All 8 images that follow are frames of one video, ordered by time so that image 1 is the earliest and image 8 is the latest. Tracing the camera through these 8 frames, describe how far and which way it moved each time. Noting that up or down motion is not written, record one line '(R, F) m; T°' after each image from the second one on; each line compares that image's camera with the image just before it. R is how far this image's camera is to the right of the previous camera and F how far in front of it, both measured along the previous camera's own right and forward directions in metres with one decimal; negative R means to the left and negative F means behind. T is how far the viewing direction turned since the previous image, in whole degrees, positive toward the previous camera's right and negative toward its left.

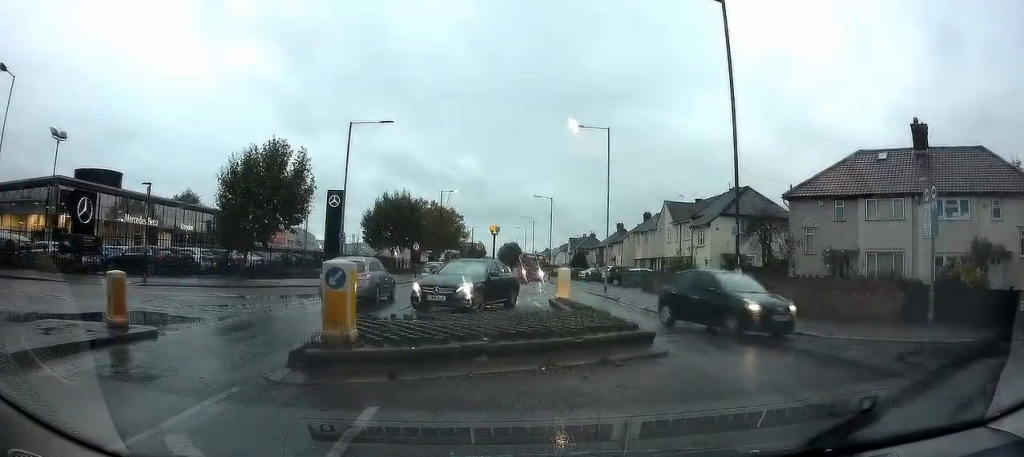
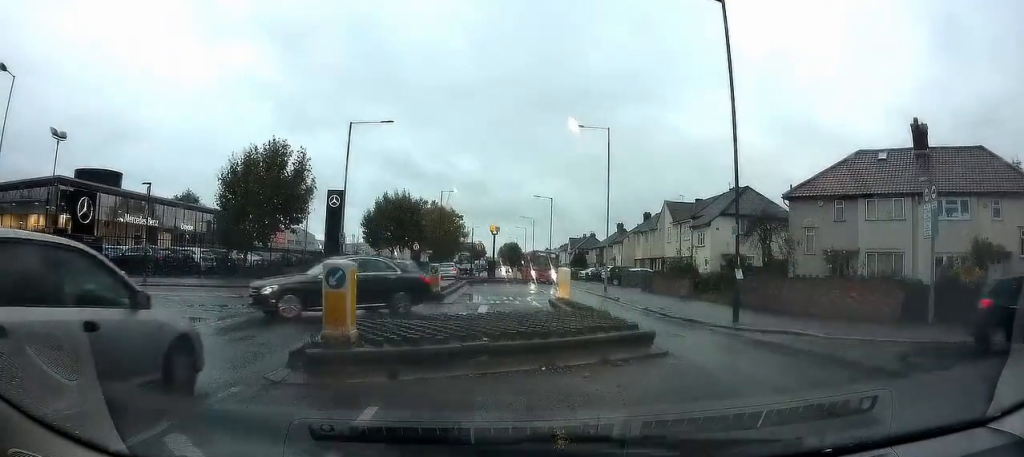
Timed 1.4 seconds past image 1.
(0.0, 0.0) m; 0°
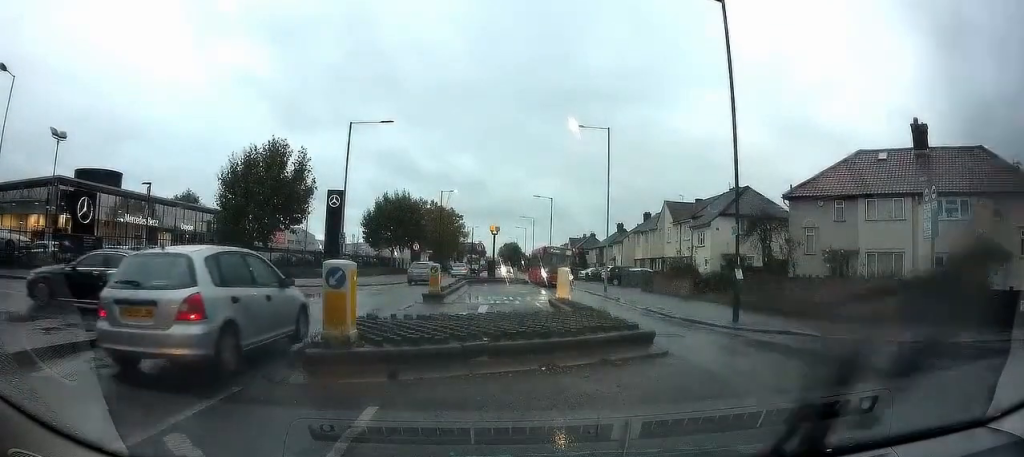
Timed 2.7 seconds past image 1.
(0.0, 0.0) m; 0°
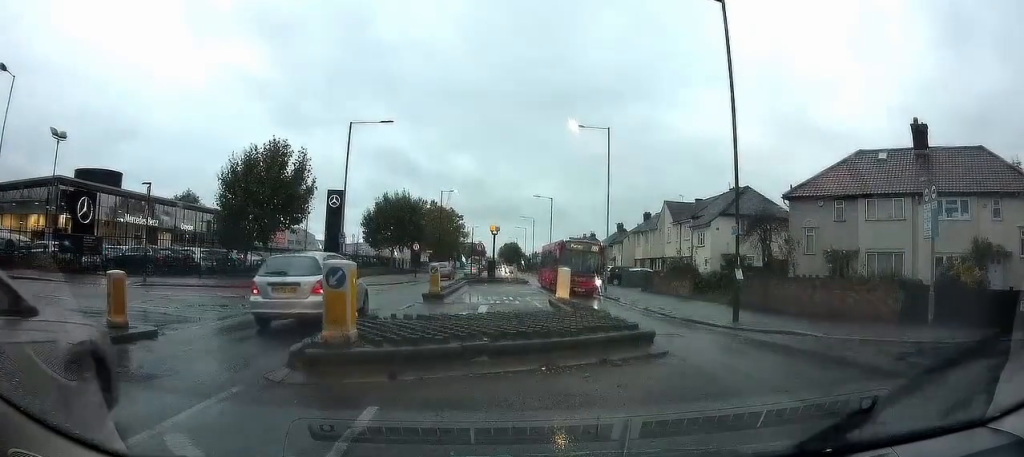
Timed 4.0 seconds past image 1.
(0.0, 0.0) m; 0°
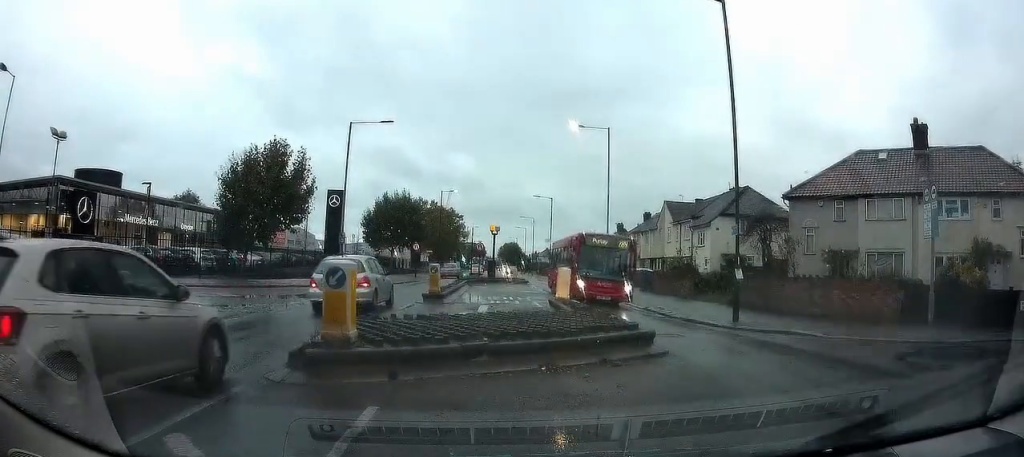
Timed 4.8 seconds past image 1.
(0.0, 0.0) m; 0°
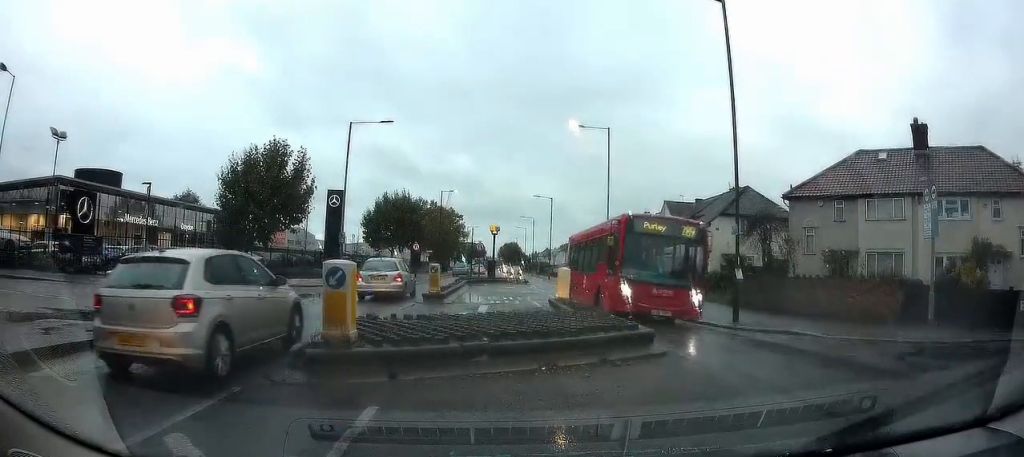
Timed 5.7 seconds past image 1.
(0.0, 0.0) m; 0°
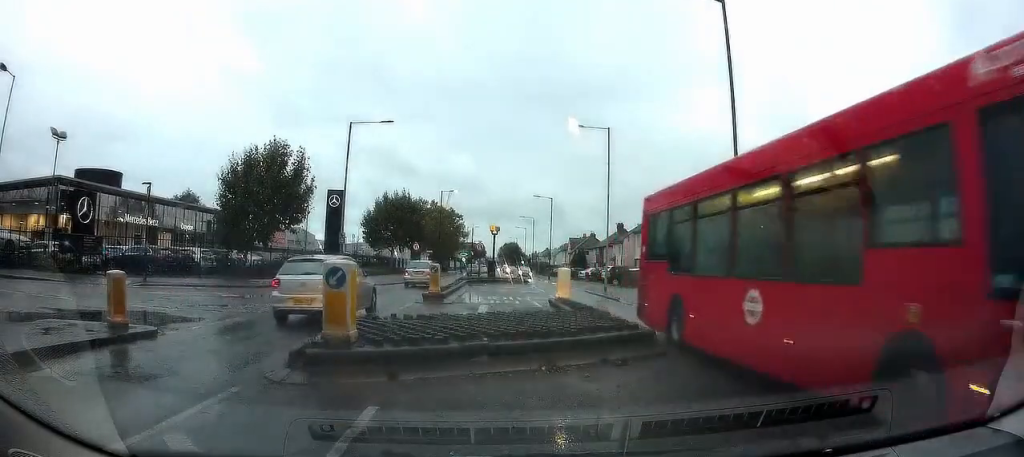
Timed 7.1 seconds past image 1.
(0.0, 0.0) m; 0°
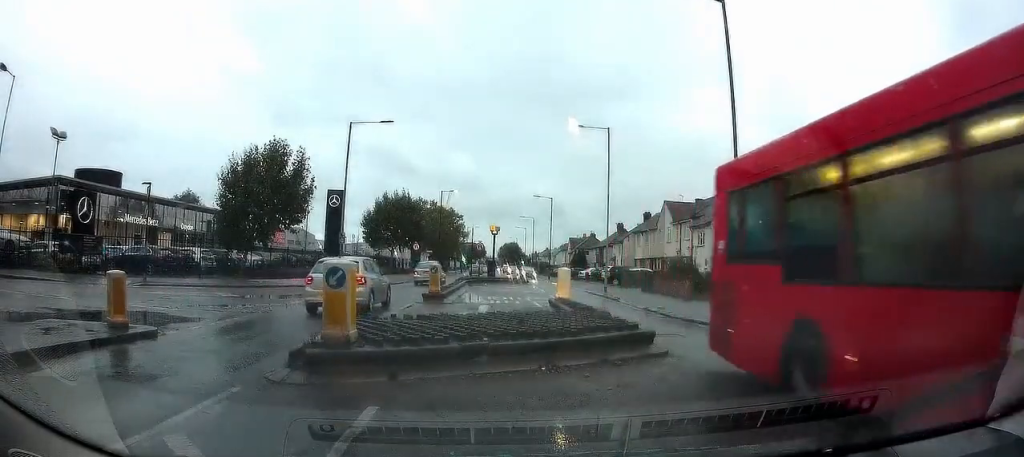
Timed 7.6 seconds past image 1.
(0.0, 0.0) m; 0°
